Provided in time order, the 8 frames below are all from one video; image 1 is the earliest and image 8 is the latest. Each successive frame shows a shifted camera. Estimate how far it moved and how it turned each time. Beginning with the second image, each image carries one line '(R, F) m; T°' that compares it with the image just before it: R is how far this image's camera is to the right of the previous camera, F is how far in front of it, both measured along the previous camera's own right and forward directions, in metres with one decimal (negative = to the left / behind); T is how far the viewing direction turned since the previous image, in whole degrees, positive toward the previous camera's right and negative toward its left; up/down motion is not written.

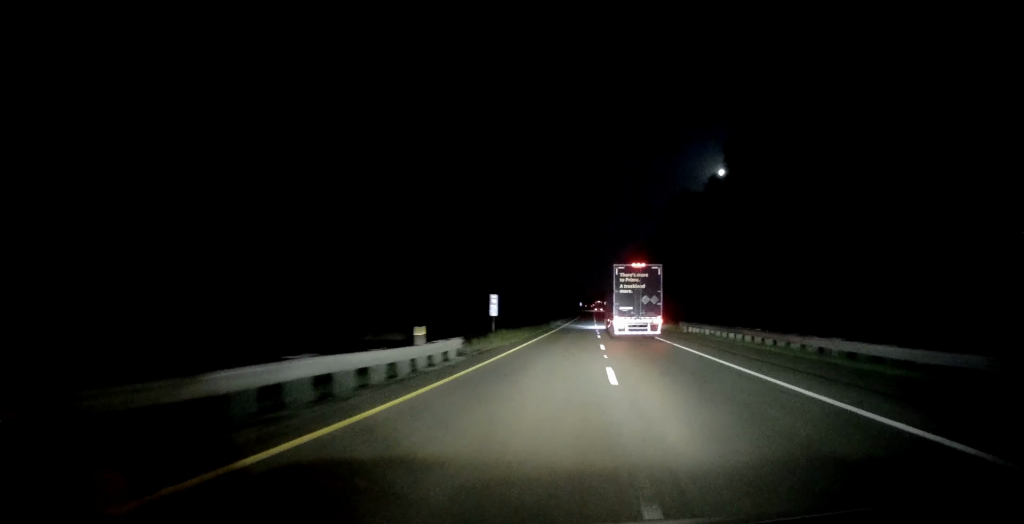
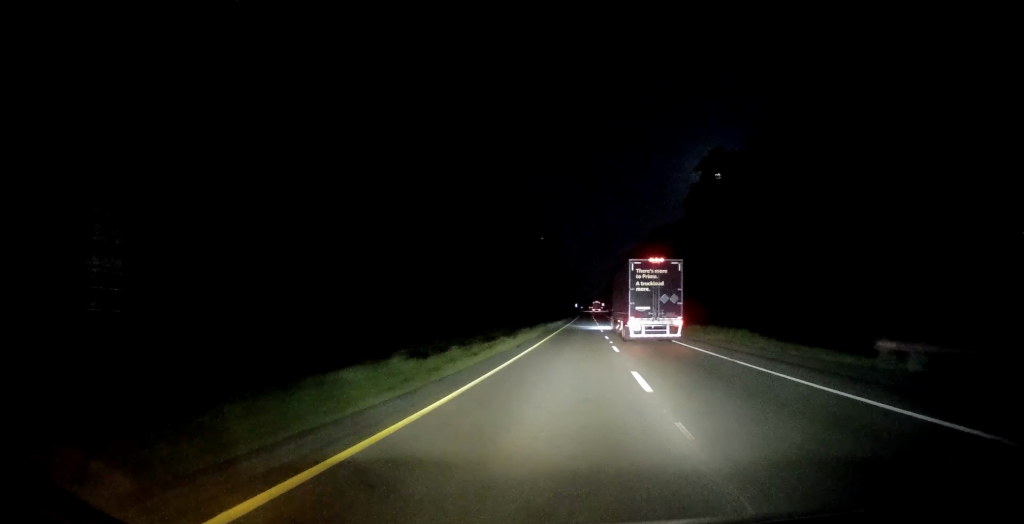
(-1.0, +36.2) m; 0°
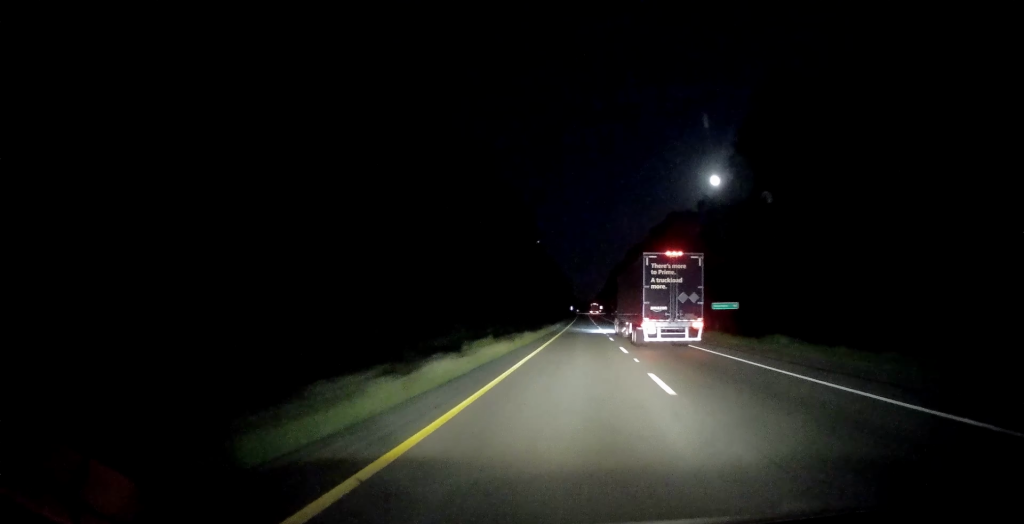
(+0.8, +33.8) m; +1°
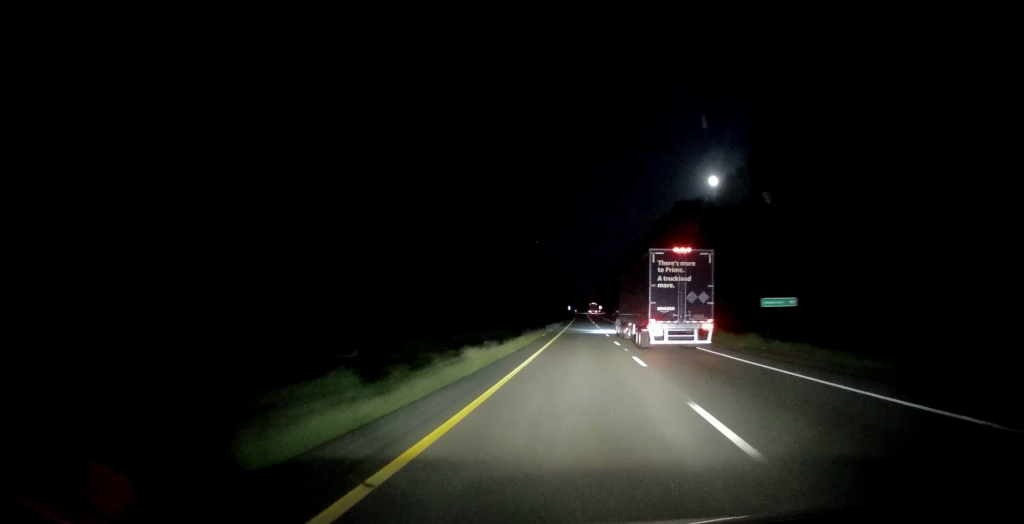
(-0.1, +15.5) m; 0°
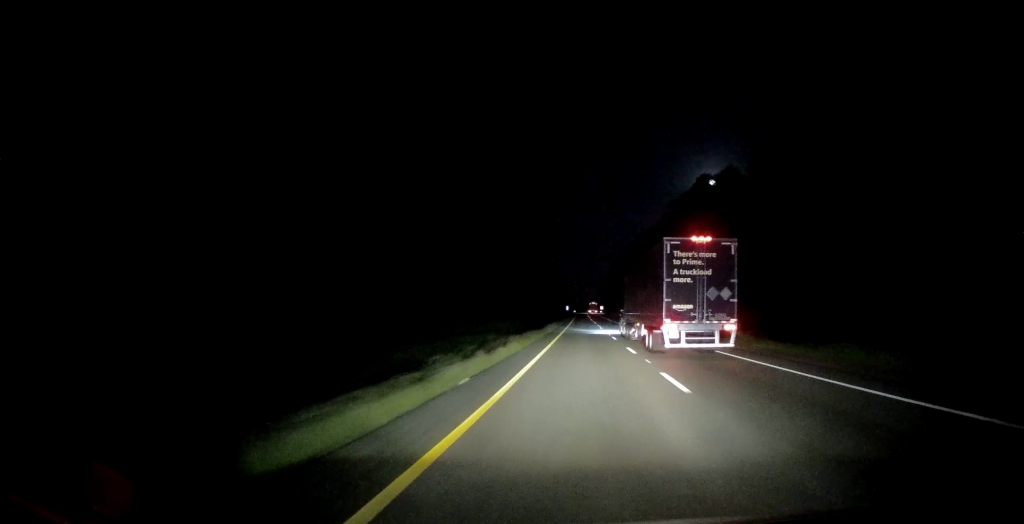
(0.0, +25.8) m; 0°
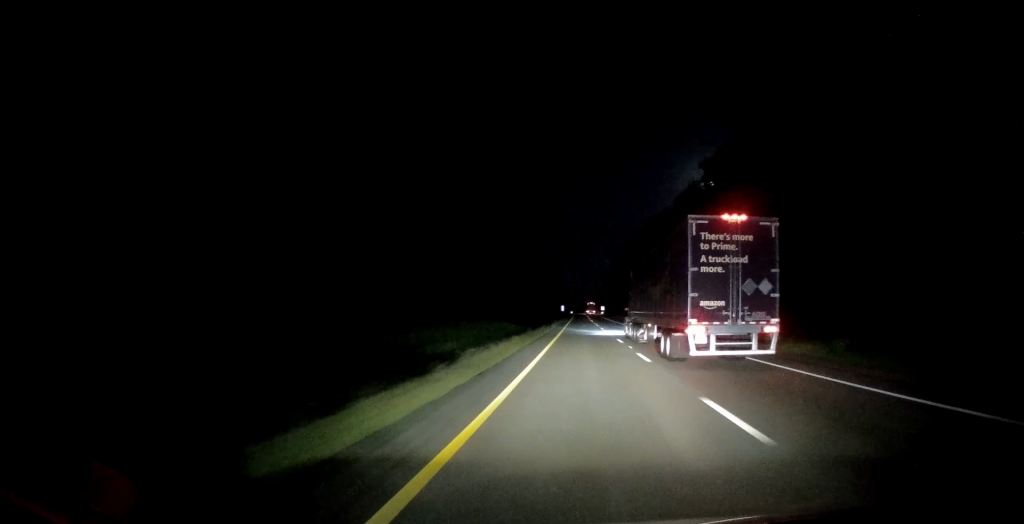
(+0.7, +62.7) m; +1°
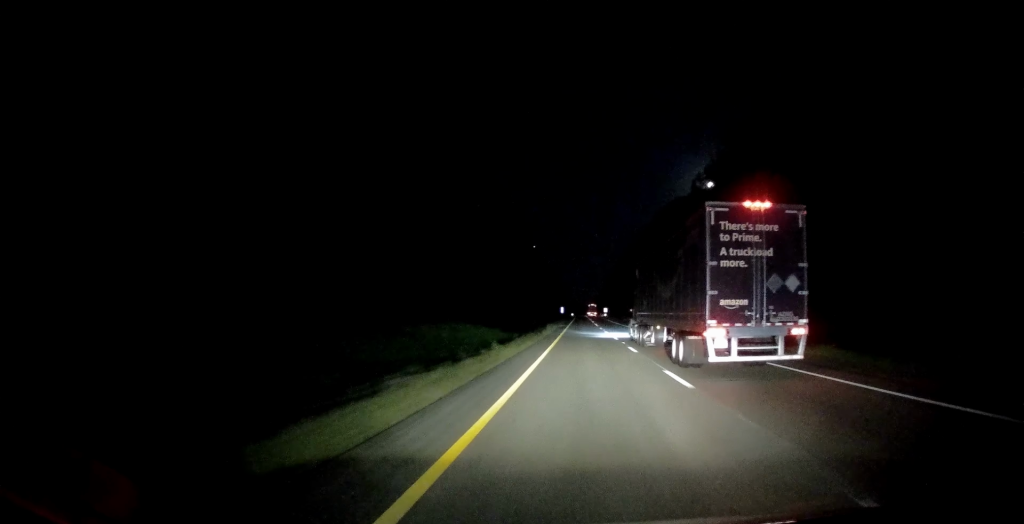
(0.0, +16.7) m; 0°
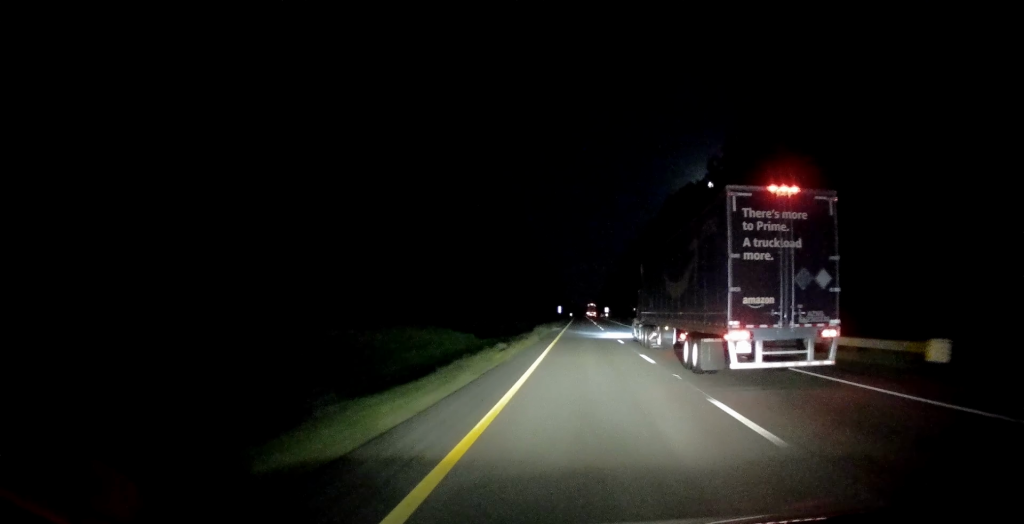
(0.0, +16.4) m; 0°
